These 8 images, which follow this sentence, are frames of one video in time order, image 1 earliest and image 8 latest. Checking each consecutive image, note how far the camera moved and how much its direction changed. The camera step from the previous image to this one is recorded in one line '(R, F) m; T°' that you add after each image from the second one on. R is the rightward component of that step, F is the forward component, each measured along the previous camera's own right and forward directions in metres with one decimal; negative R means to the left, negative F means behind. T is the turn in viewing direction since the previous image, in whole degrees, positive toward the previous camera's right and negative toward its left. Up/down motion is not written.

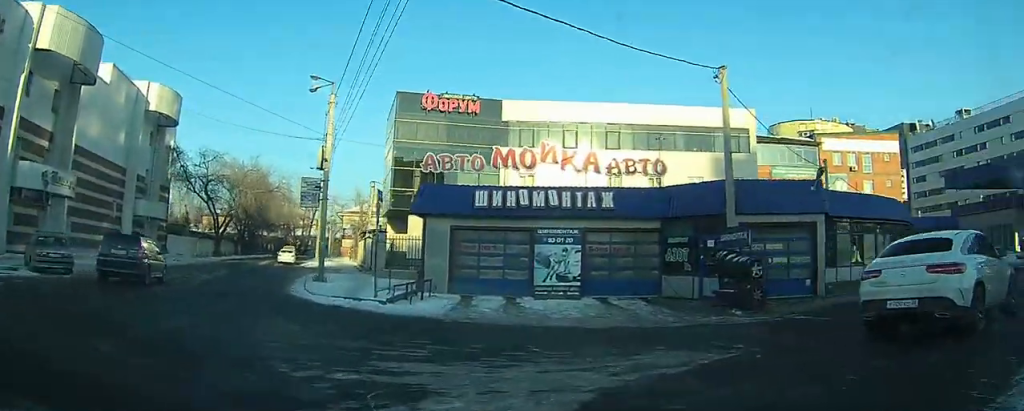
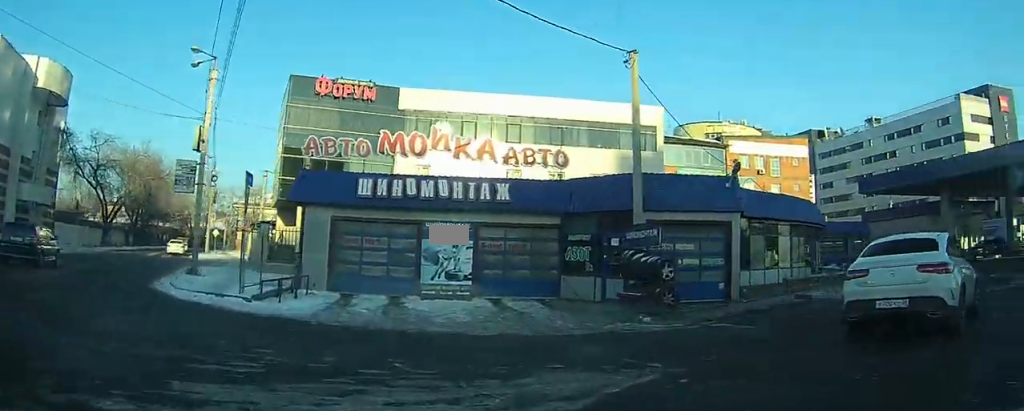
(+0.1, +2.0) m; +5°
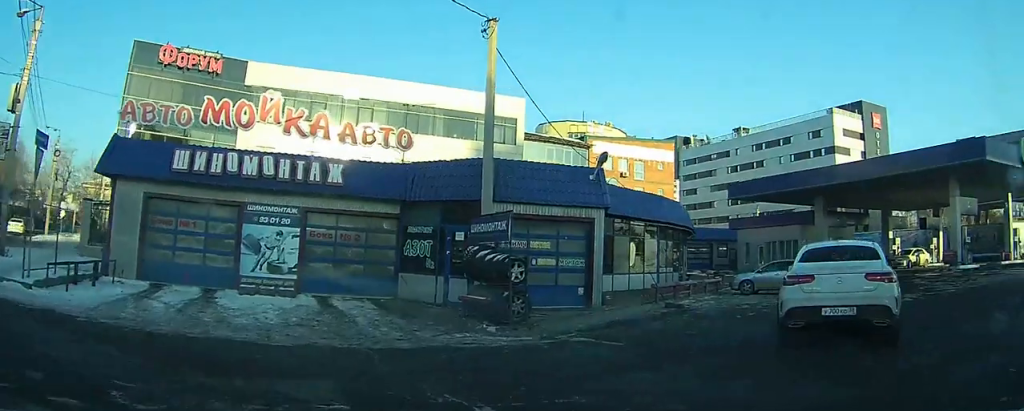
(+0.2, +2.3) m; +8°
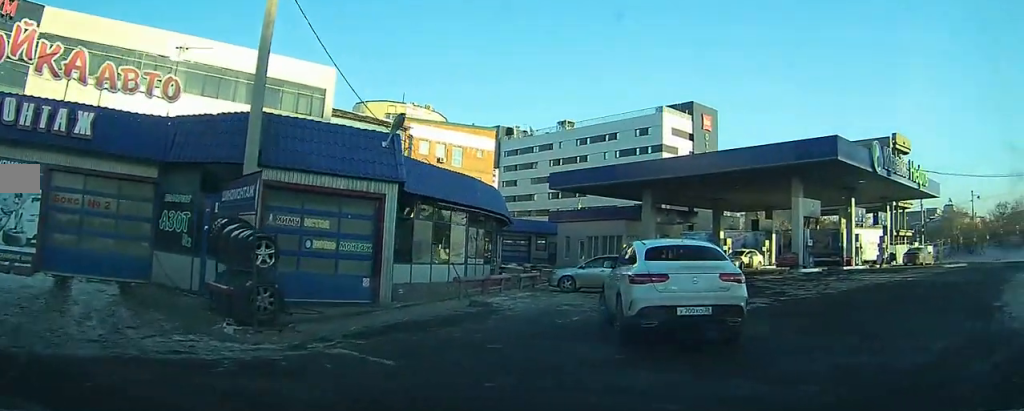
(+0.3, +2.9) m; +13°
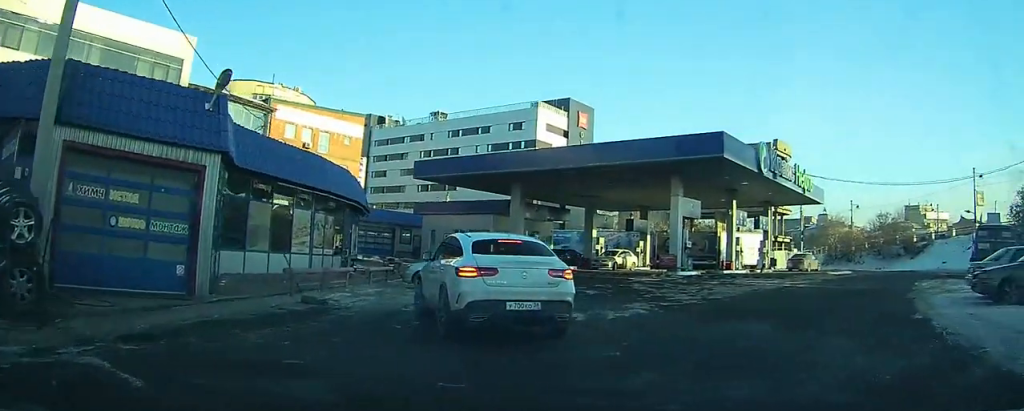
(+0.2, +2.1) m; +12°
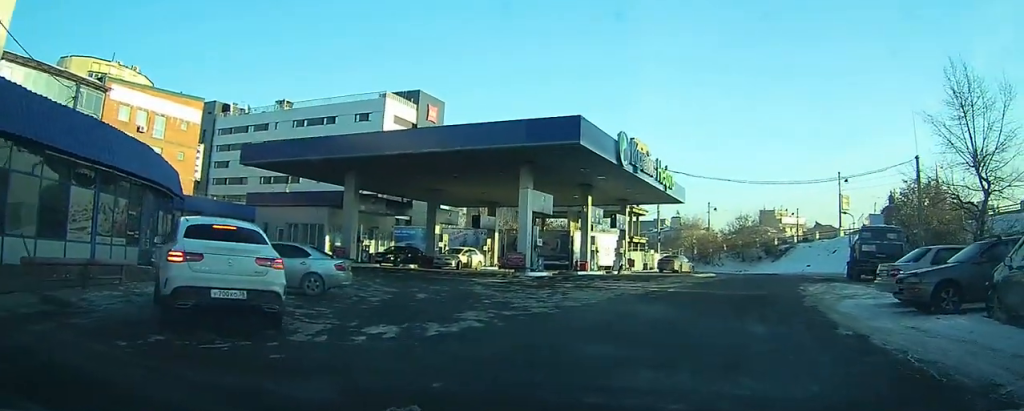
(+0.7, +4.1) m; +17°
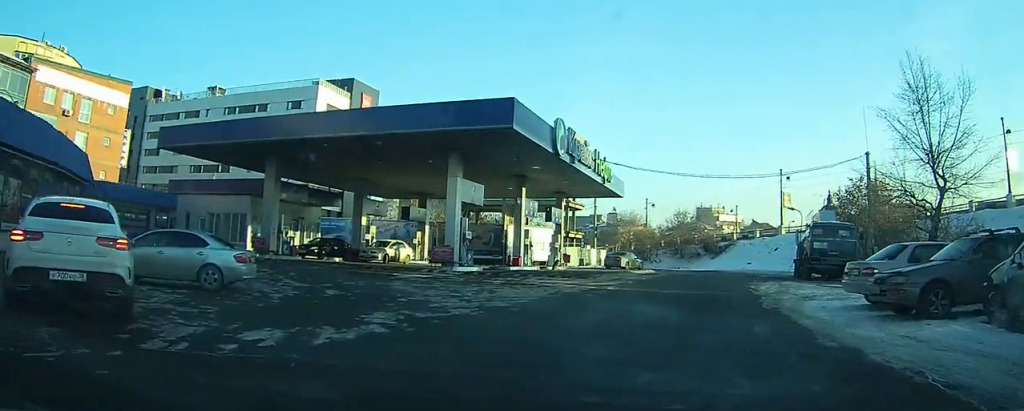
(+0.2, +3.0) m; +10°
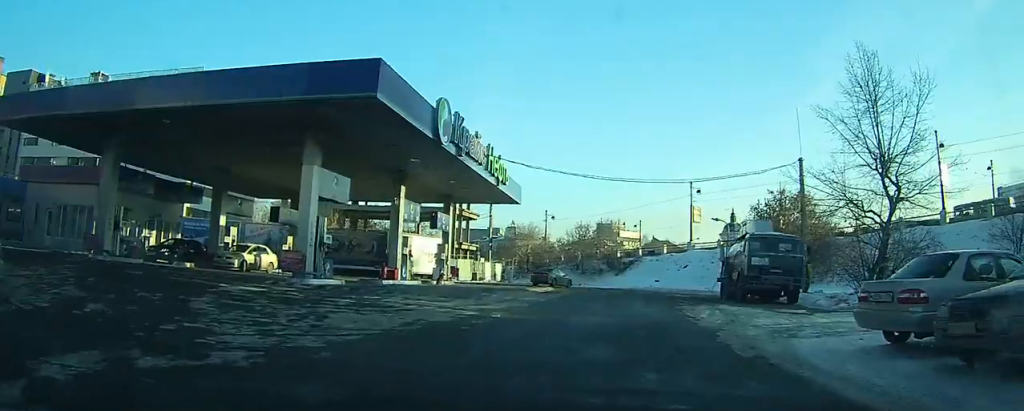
(+1.0, +6.7) m; +11°
